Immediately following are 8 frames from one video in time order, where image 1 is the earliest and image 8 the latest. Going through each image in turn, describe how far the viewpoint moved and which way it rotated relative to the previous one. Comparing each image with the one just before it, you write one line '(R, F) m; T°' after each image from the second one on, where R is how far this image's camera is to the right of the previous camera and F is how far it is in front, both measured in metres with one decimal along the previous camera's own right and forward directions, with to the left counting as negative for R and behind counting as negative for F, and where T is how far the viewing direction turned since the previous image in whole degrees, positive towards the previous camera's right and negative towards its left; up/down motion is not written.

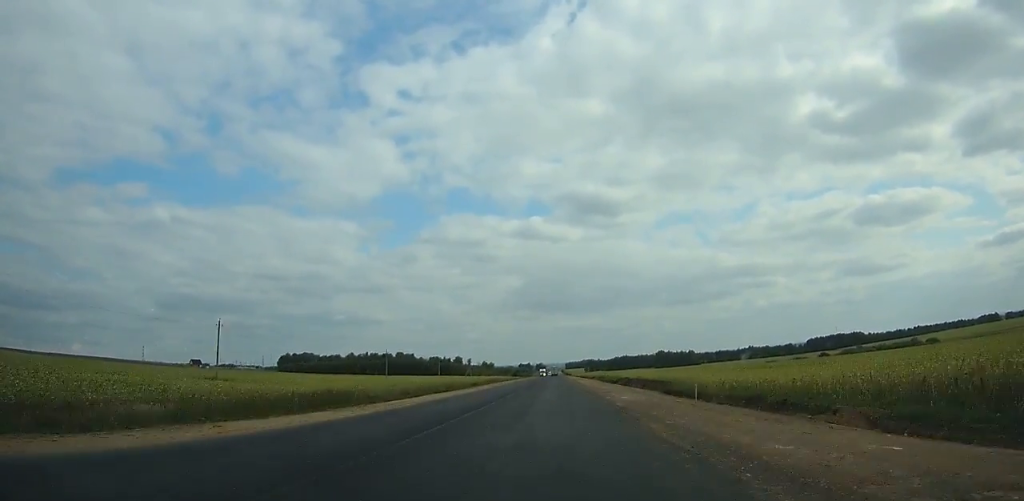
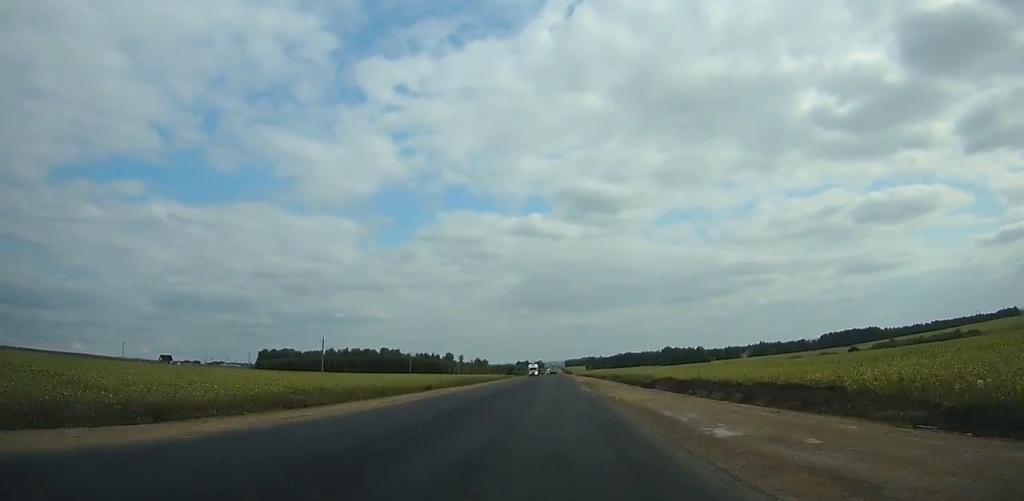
(0.0, +46.4) m; 0°
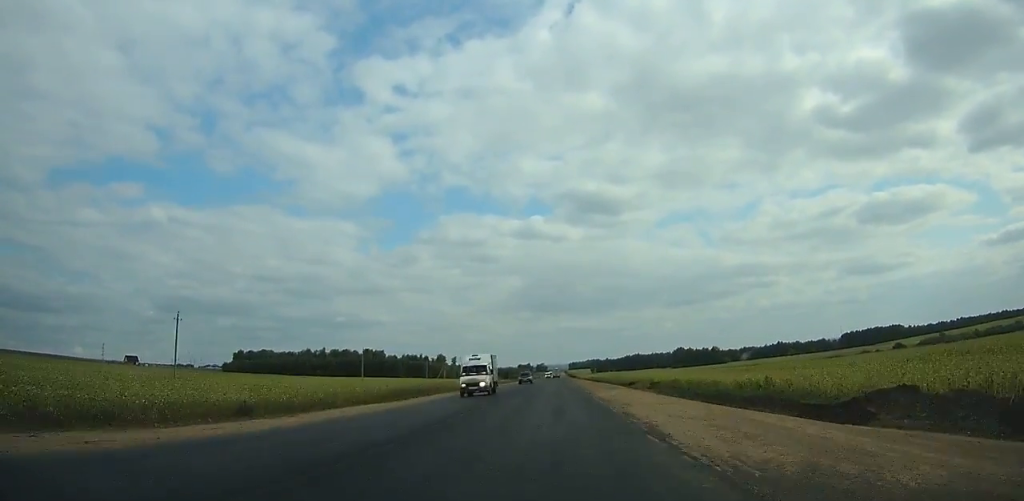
(-0.1, +51.3) m; 0°
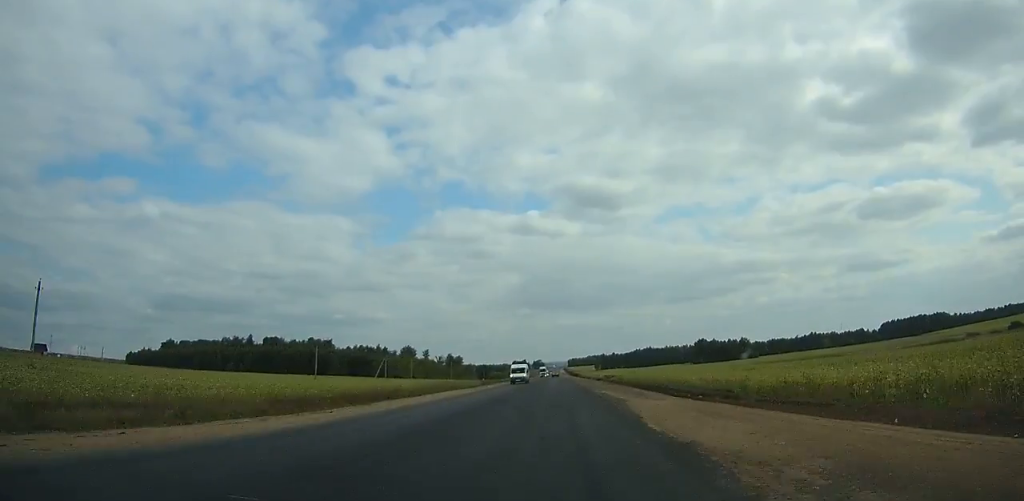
(0.0, +99.1) m; 0°
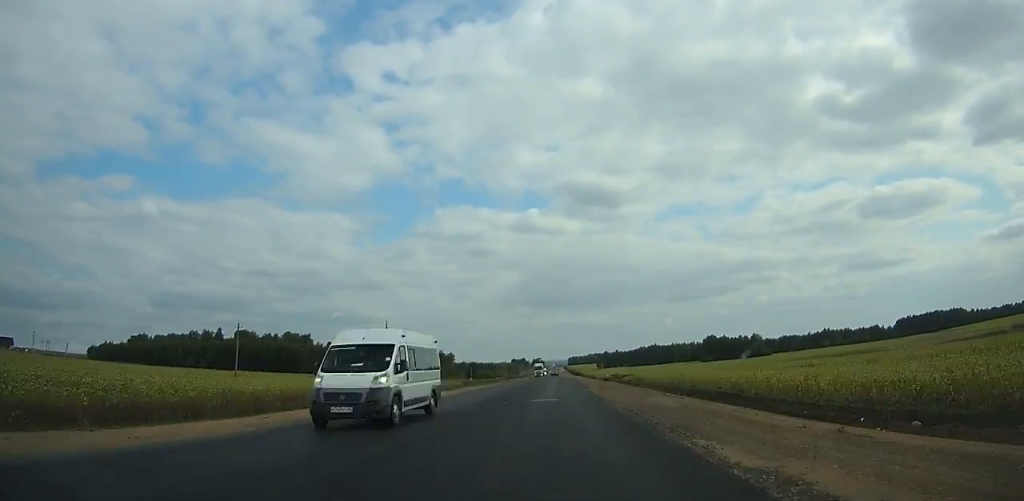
(0.0, +30.3) m; 0°
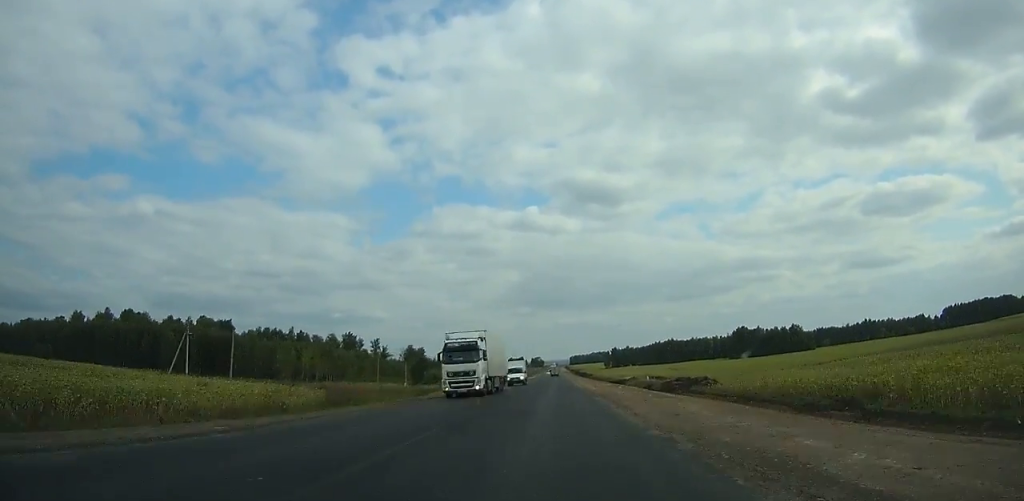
(-0.2, +78.2) m; 0°
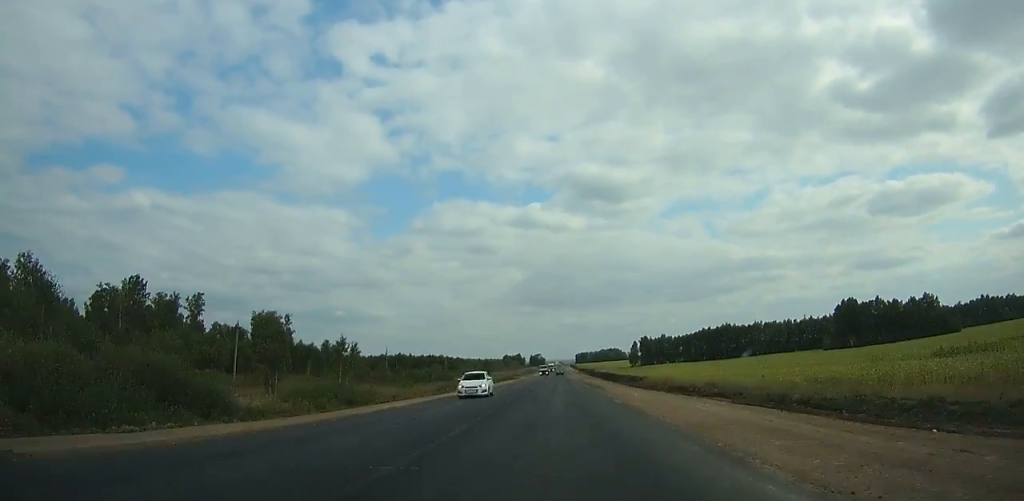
(-0.3, +146.7) m; 0°
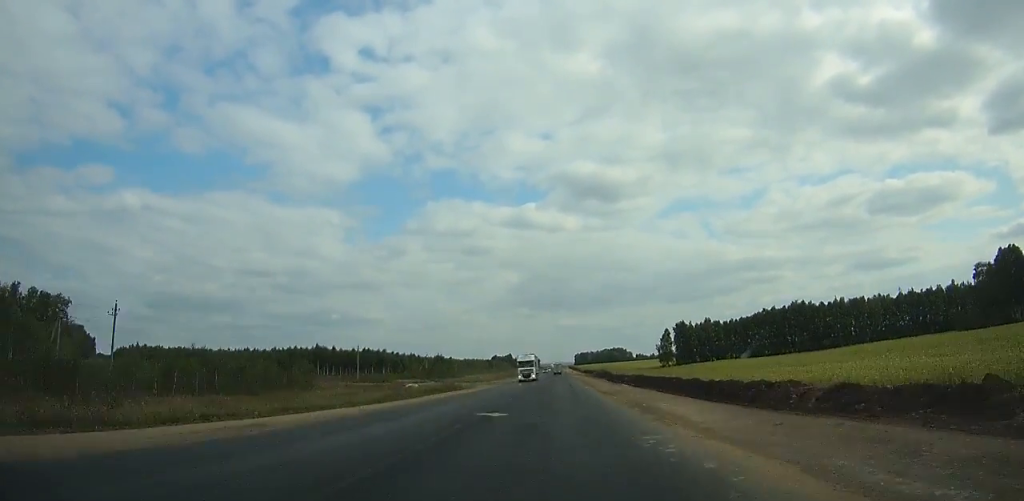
(+0.4, +104.5) m; 0°
